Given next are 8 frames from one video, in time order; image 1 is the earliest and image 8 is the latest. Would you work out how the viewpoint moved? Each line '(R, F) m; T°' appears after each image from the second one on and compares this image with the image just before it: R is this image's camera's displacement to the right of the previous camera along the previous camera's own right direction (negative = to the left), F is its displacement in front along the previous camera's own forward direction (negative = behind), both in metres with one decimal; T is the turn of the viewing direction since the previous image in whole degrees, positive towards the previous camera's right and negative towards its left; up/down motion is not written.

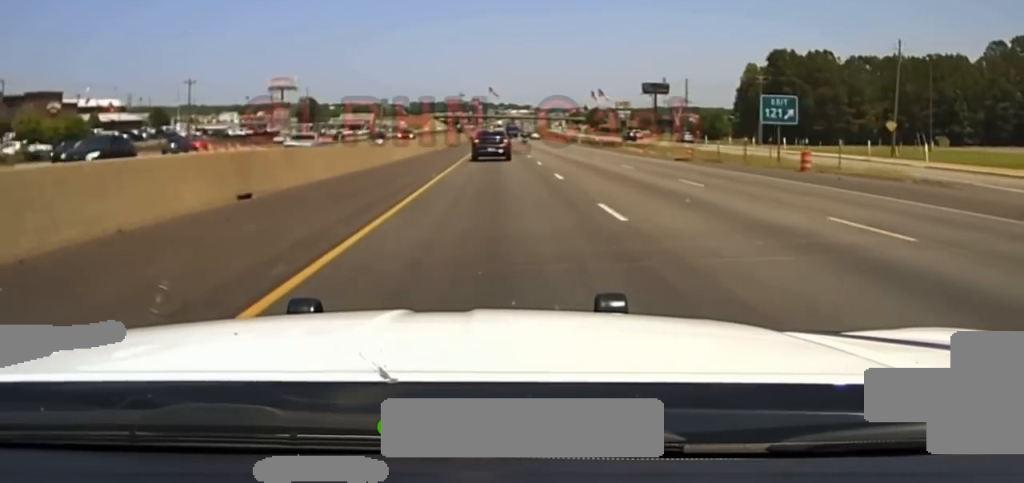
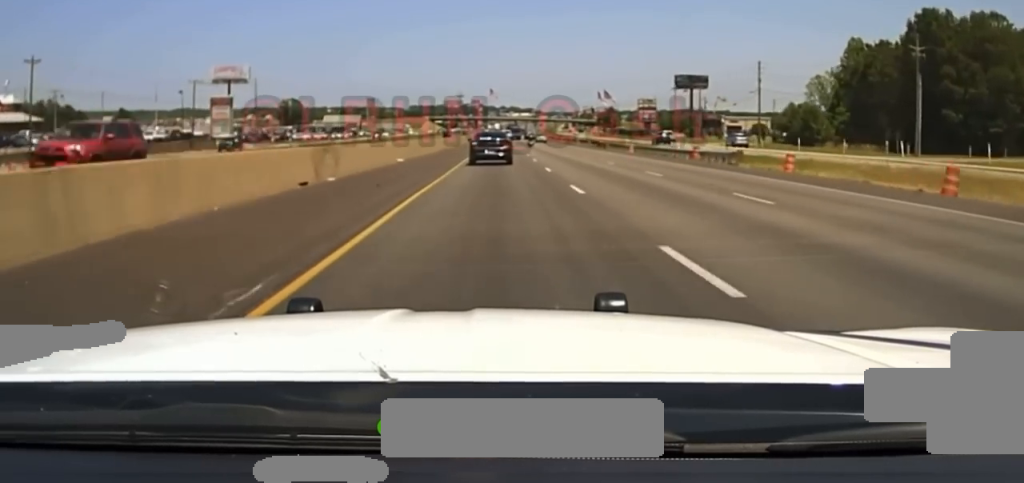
(-0.1, +52.1) m; 0°
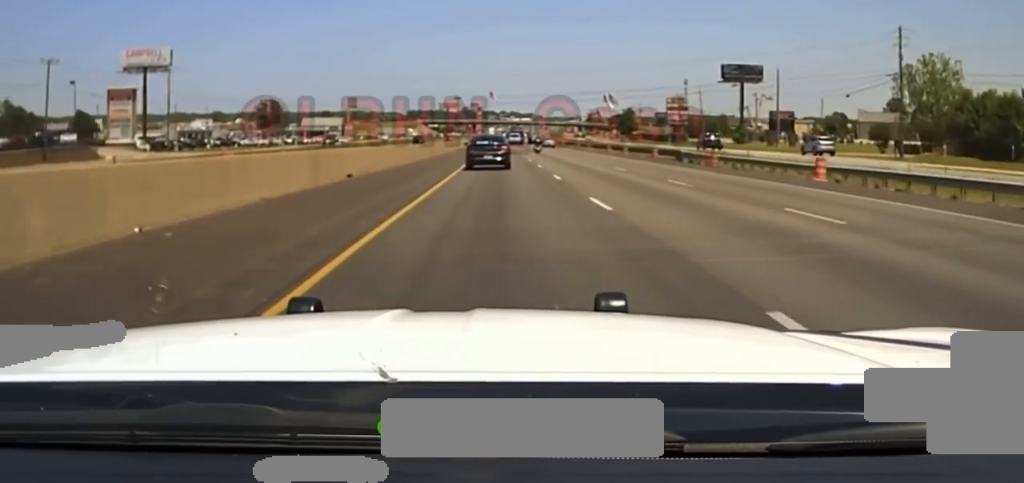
(-0.1, +47.9) m; 0°
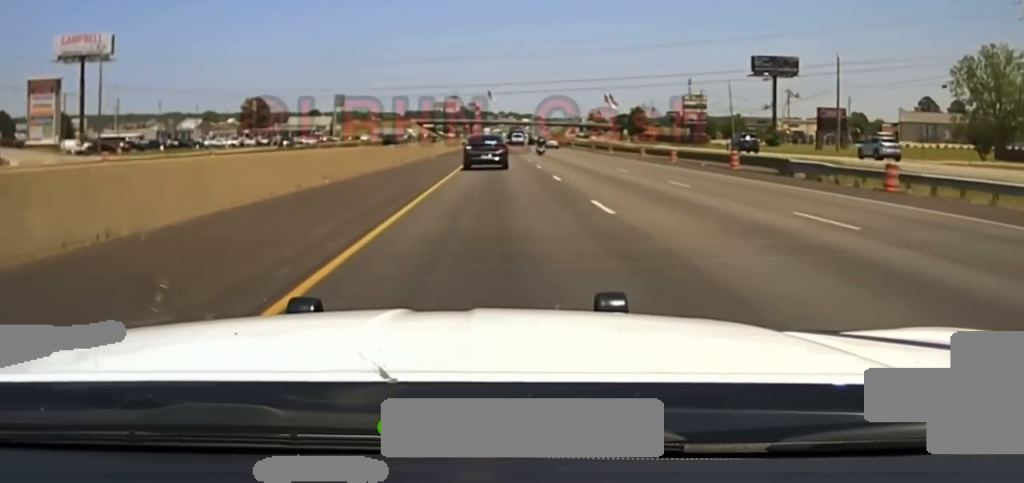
(+0.1, +23.4) m; 0°
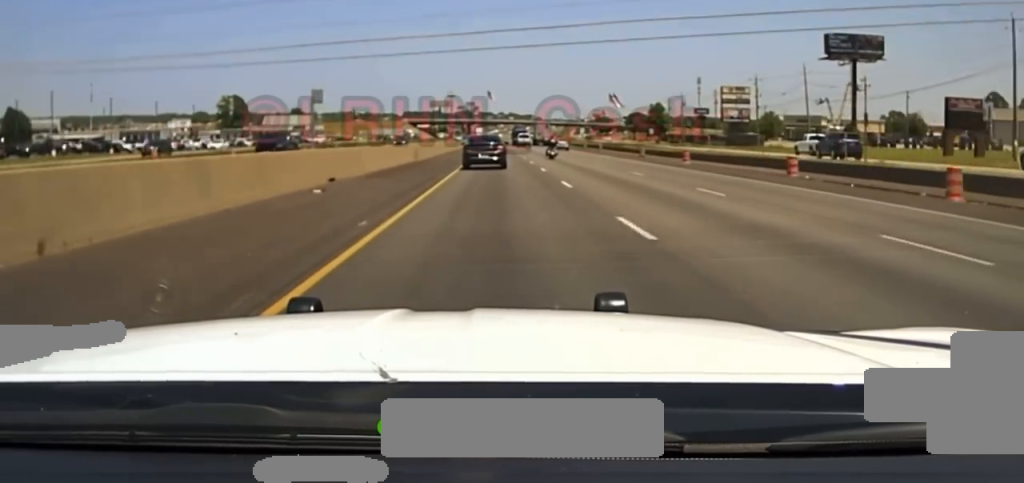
(+0.1, +38.8) m; 0°
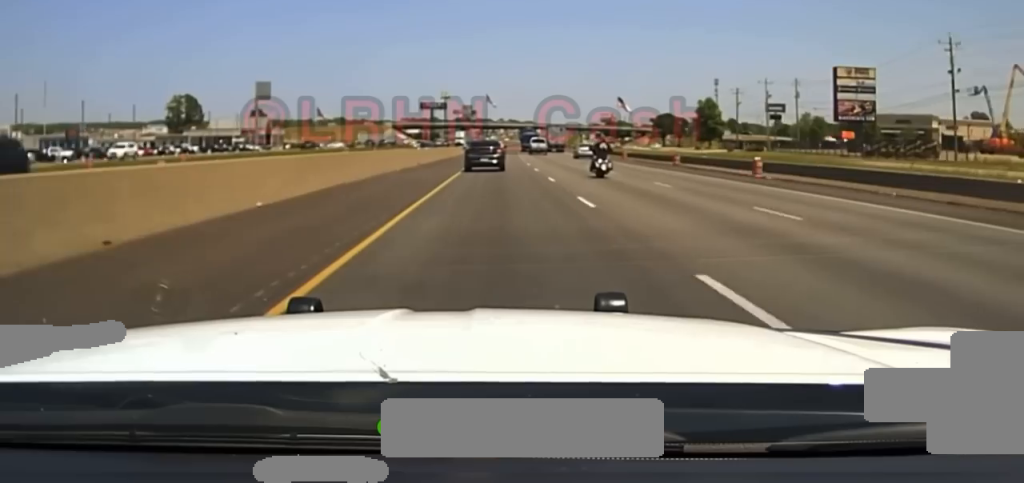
(0.0, +67.3) m; 0°
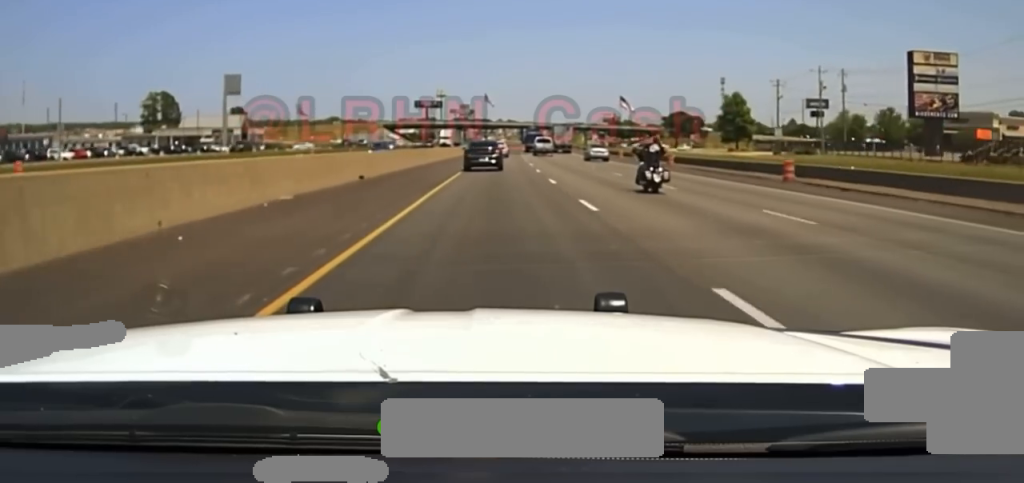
(0.0, +26.3) m; 0°
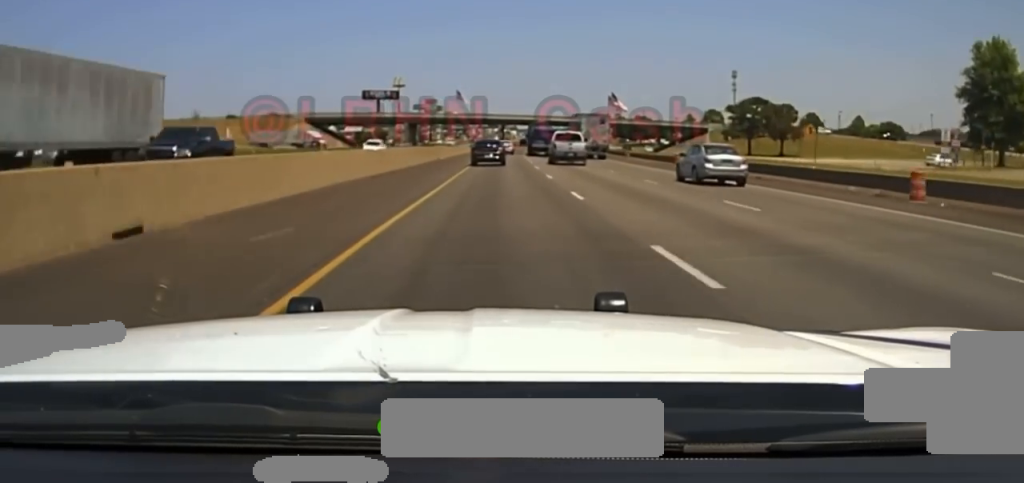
(+1.1, +116.4) m; +1°
